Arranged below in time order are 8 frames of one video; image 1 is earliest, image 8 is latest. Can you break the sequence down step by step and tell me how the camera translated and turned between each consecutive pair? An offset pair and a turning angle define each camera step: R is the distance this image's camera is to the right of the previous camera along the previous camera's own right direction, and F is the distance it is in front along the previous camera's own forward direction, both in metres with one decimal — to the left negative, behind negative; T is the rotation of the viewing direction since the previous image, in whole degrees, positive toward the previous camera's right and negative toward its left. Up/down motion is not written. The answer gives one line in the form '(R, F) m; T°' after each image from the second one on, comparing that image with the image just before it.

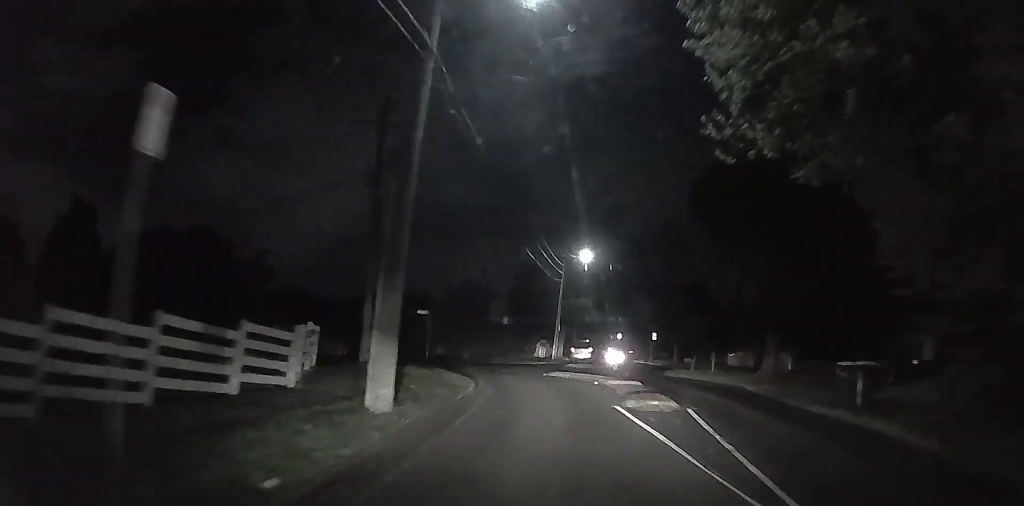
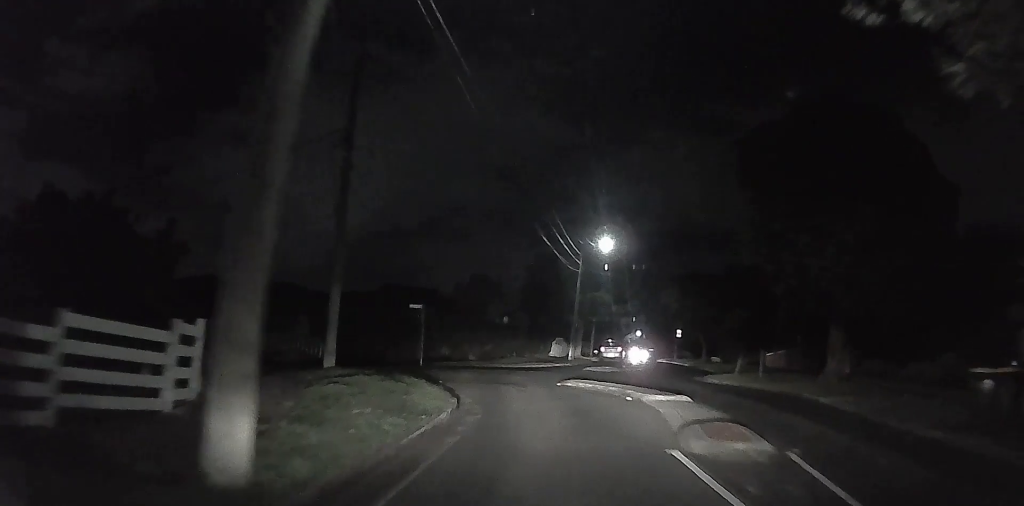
(+0.4, +4.0) m; +2°
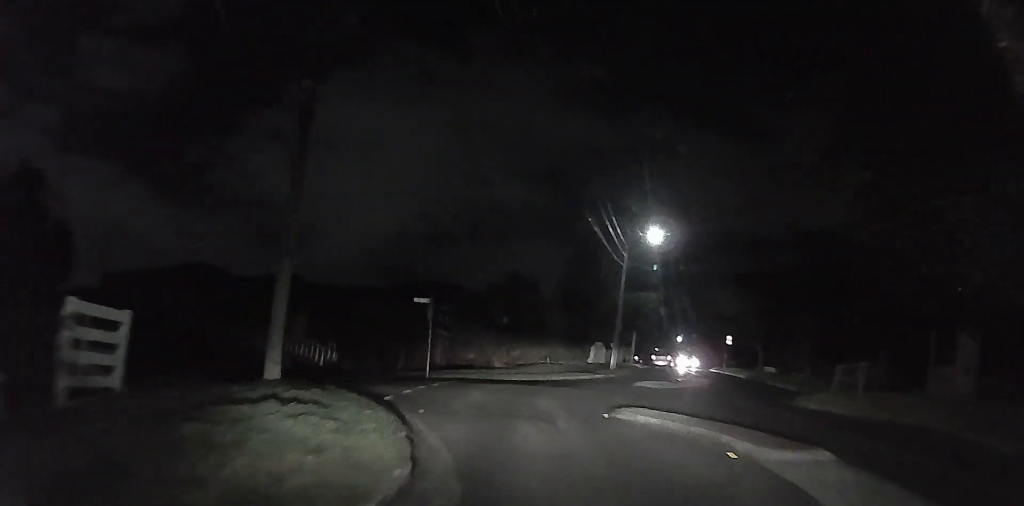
(0.0, +5.4) m; +1°
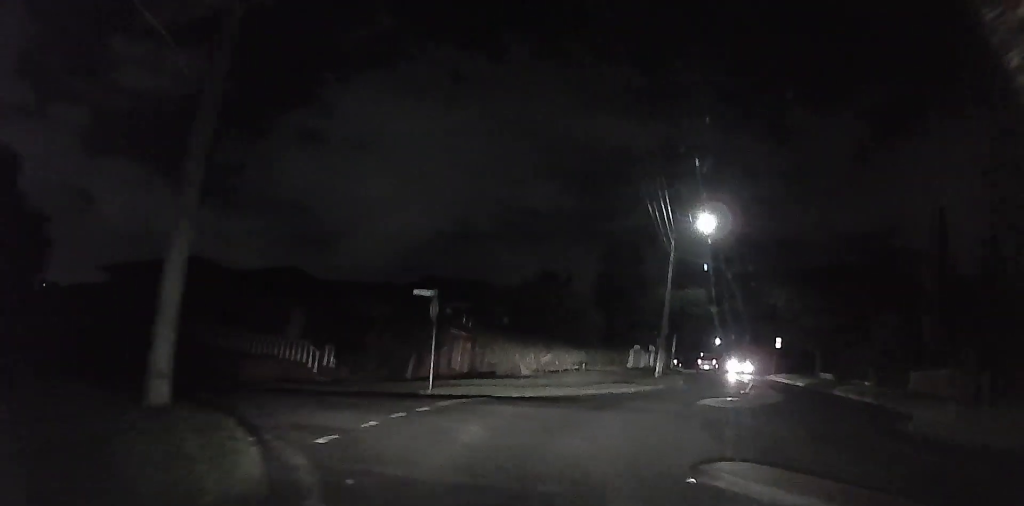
(-0.1, +5.2) m; -2°
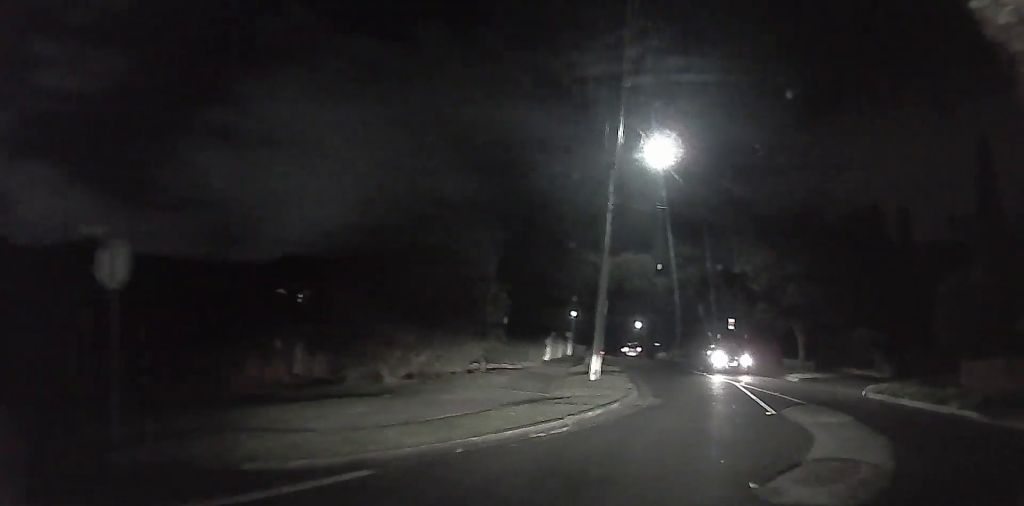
(-1.1, +13.3) m; -9°
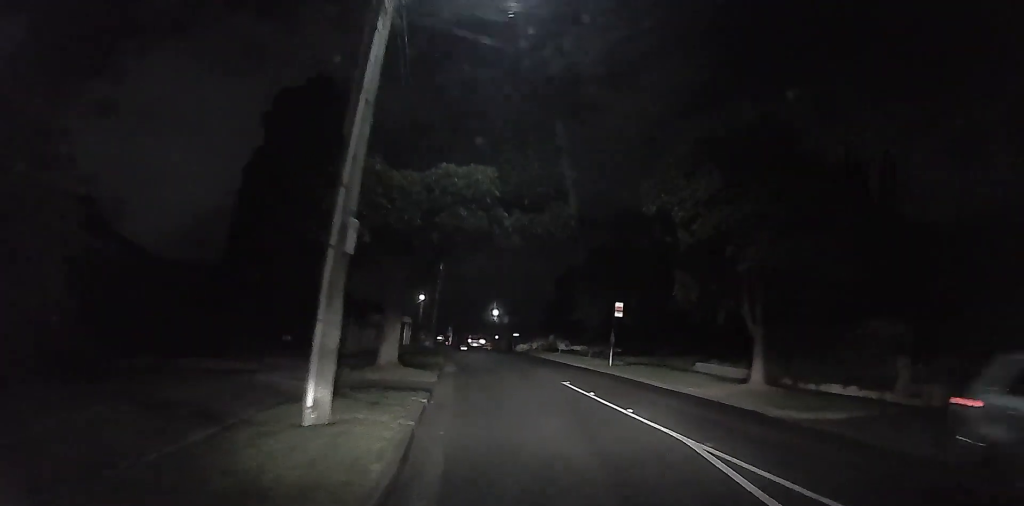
(+0.1, +18.9) m; +3°
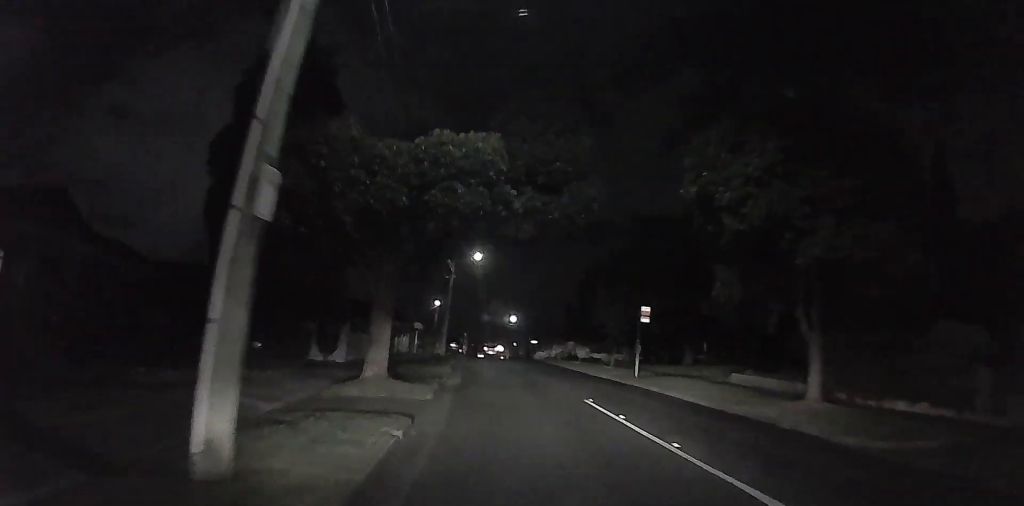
(0.0, +4.1) m; +1°
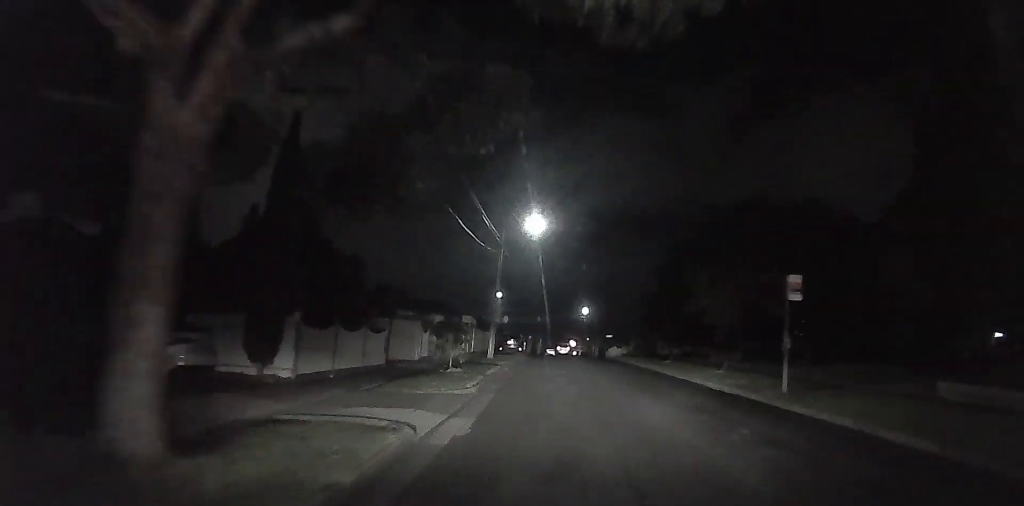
(+0.4, +12.9) m; +3°
